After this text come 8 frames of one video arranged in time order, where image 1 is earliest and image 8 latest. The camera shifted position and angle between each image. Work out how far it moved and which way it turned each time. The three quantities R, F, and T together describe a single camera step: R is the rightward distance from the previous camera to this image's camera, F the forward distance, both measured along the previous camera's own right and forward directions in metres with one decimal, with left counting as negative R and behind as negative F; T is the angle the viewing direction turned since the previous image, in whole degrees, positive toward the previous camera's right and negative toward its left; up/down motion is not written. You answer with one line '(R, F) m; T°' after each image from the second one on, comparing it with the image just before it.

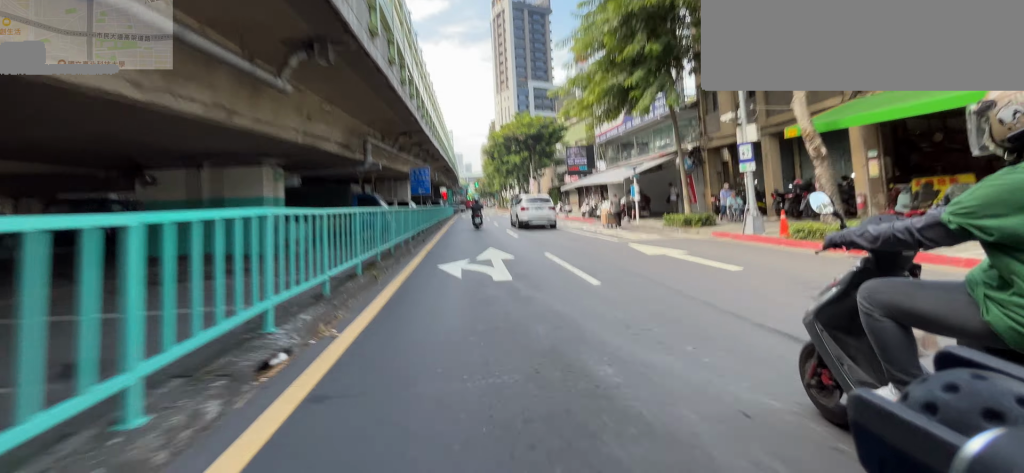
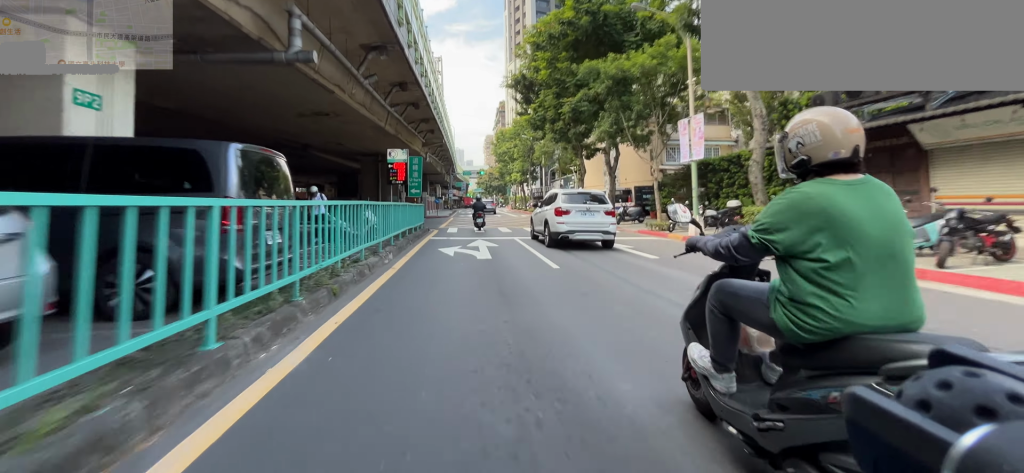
(+0.5, +32.5) m; -1°
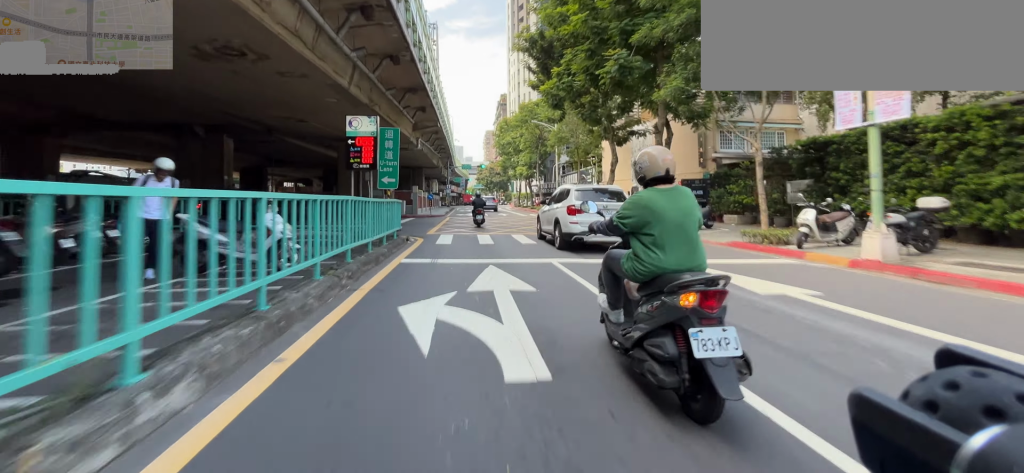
(0.0, +5.2) m; -4°
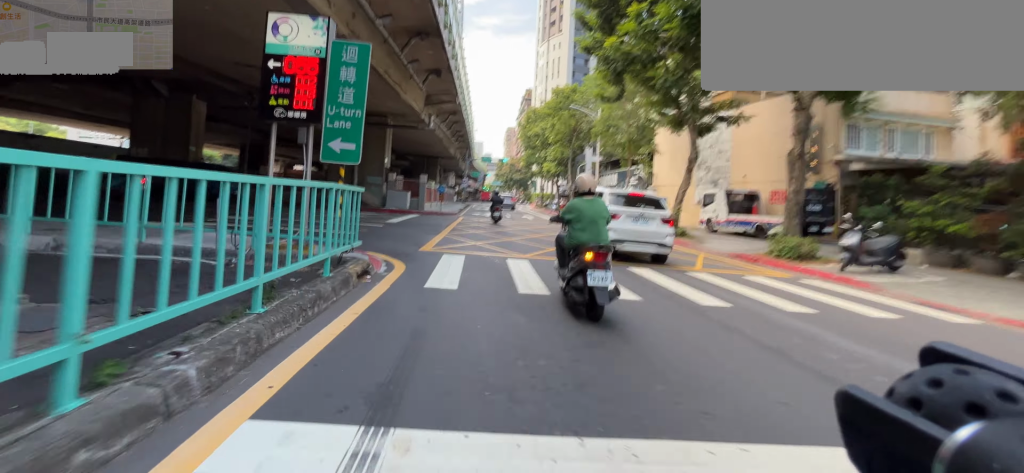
(-0.4, +5.7) m; -15°
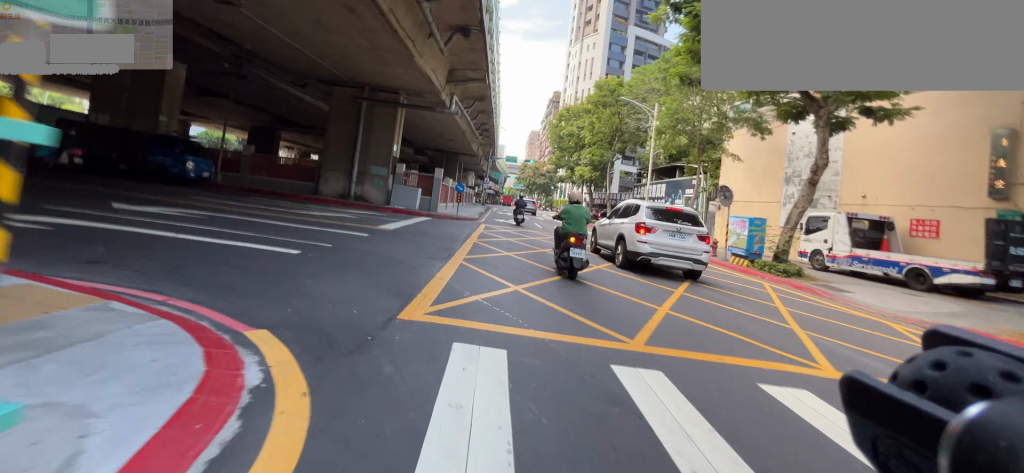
(-0.6, +4.4) m; -20°
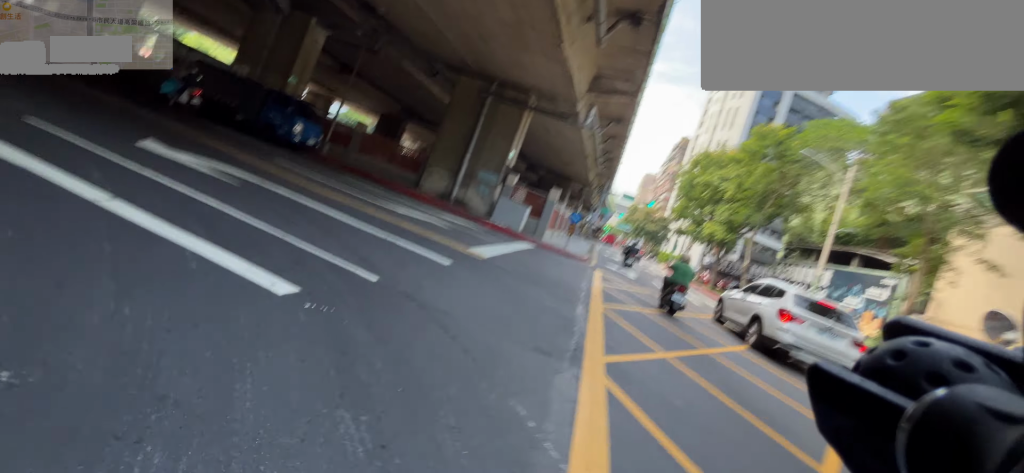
(-0.8, +3.7) m; -22°
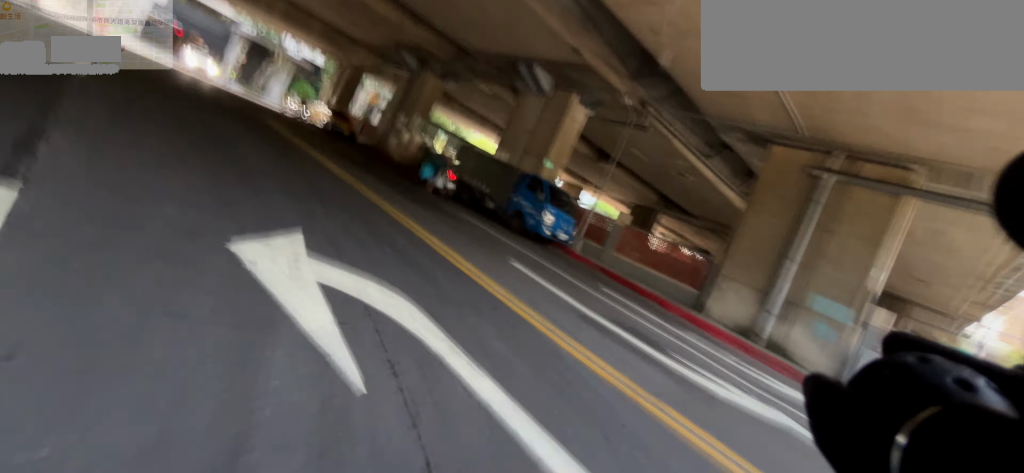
(-1.5, +6.2) m; -24°
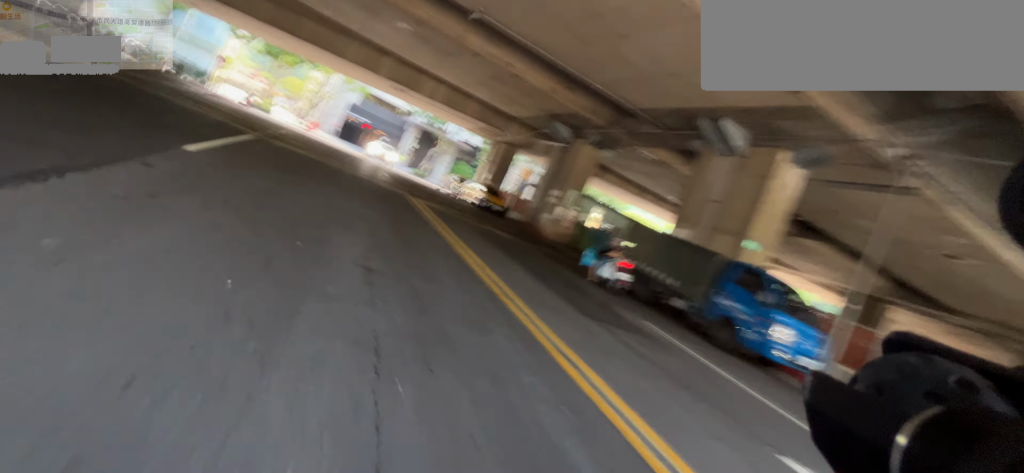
(-0.6, +4.1) m; -10°
